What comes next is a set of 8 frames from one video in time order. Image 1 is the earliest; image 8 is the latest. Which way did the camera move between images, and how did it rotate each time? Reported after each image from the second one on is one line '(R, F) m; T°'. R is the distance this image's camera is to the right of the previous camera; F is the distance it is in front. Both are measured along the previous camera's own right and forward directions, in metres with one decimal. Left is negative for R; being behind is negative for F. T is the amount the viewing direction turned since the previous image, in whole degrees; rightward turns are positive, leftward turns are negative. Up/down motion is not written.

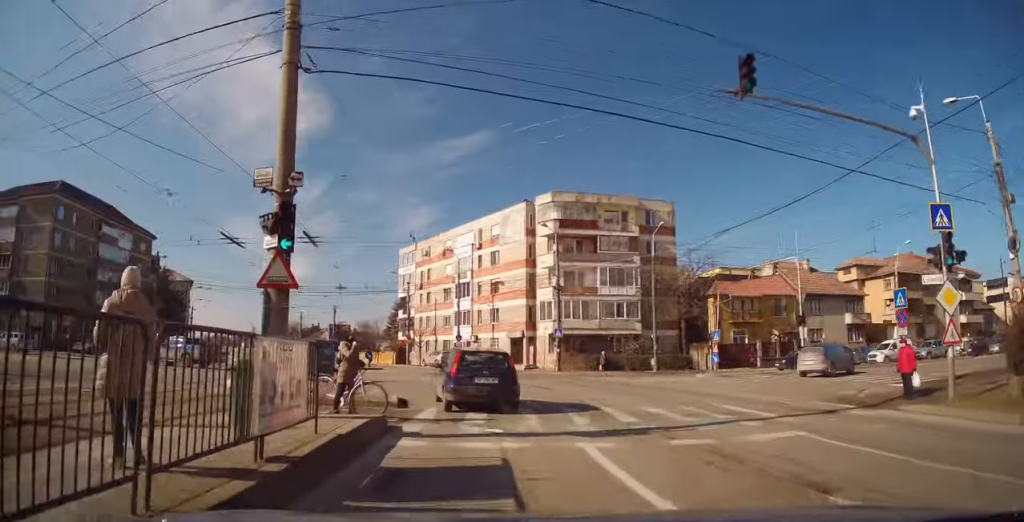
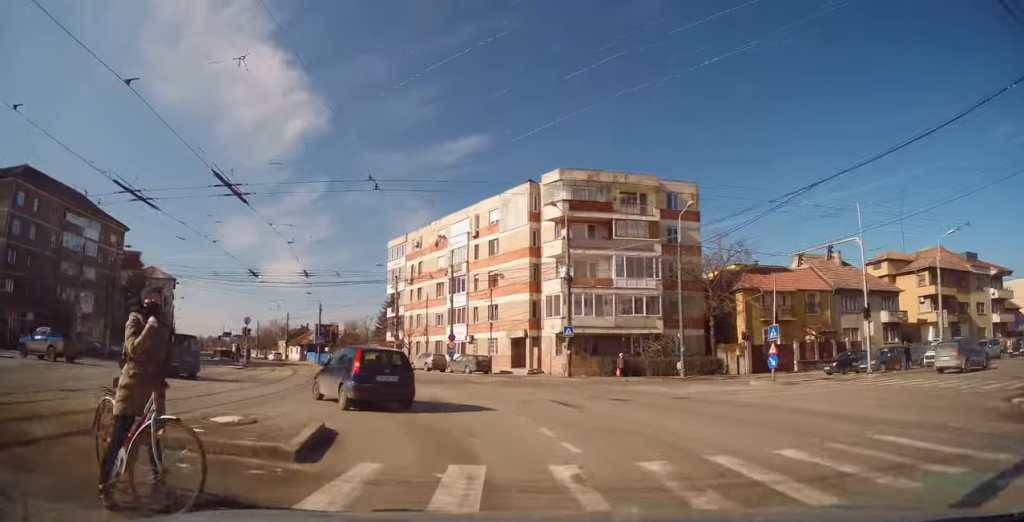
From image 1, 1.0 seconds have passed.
(-0.4, +6.7) m; 0°
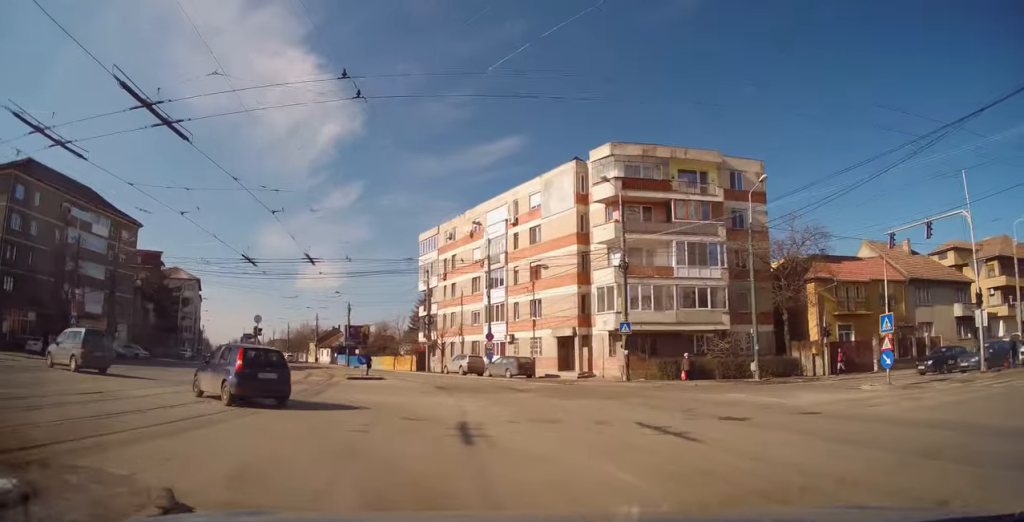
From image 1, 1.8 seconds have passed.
(+0.4, +5.5) m; 0°
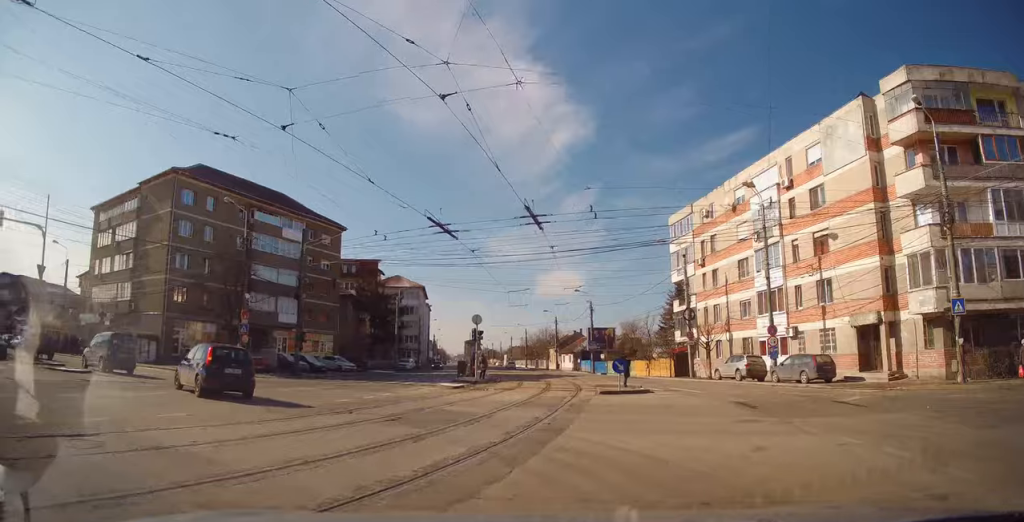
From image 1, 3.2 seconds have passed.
(-1.4, +8.7) m; -22°
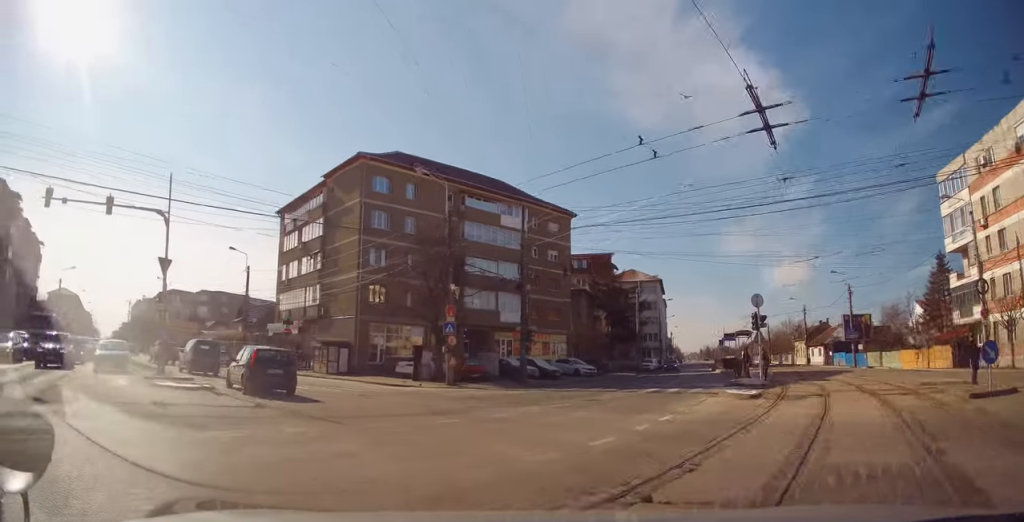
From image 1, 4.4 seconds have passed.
(-1.8, +7.8) m; -24°
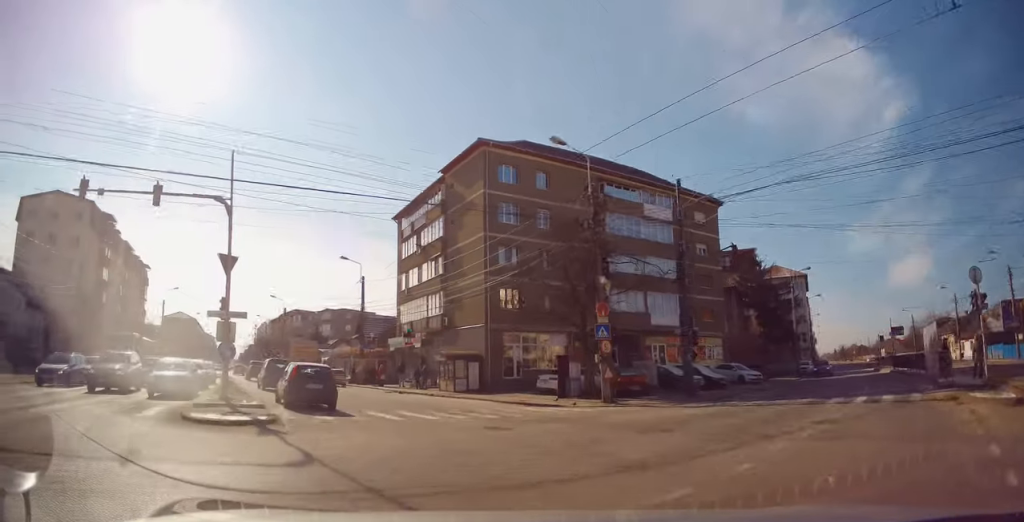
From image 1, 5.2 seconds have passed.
(-0.6, +5.3) m; -13°
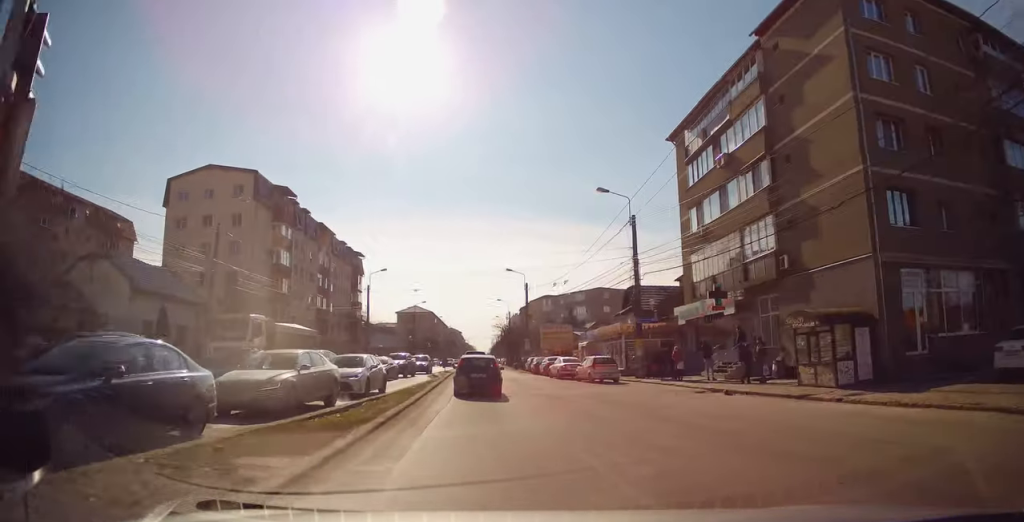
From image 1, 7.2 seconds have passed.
(-4.2, +15.3) m; -27°
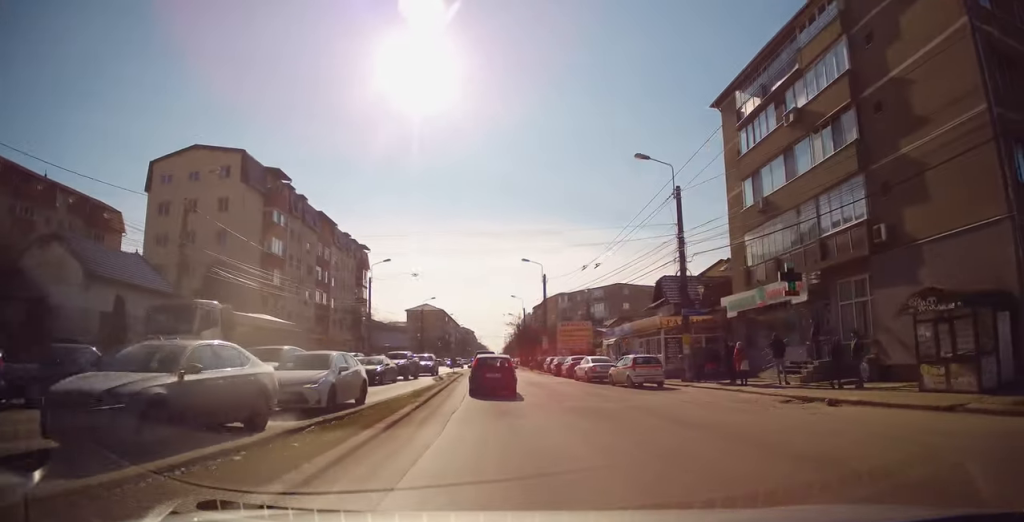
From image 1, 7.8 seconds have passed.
(-0.3, +5.3) m; -5°
